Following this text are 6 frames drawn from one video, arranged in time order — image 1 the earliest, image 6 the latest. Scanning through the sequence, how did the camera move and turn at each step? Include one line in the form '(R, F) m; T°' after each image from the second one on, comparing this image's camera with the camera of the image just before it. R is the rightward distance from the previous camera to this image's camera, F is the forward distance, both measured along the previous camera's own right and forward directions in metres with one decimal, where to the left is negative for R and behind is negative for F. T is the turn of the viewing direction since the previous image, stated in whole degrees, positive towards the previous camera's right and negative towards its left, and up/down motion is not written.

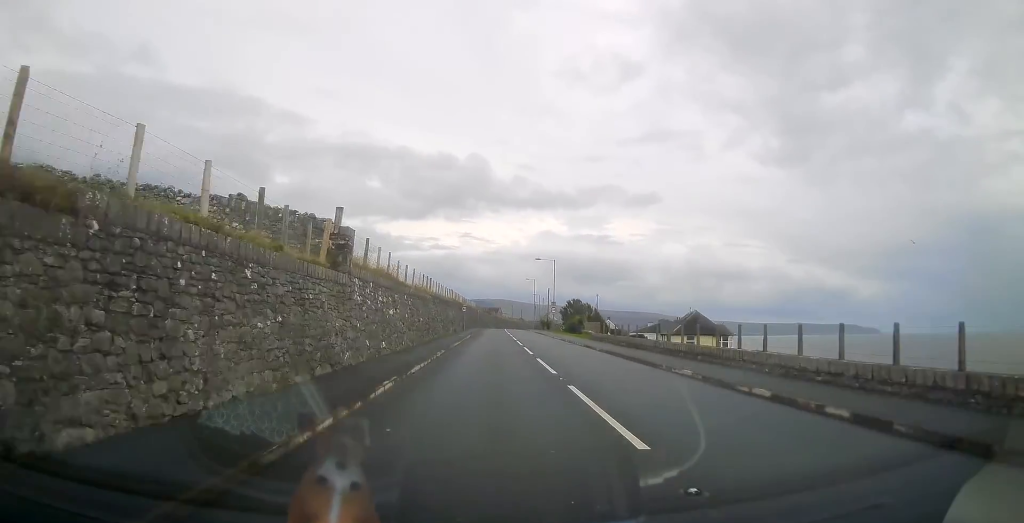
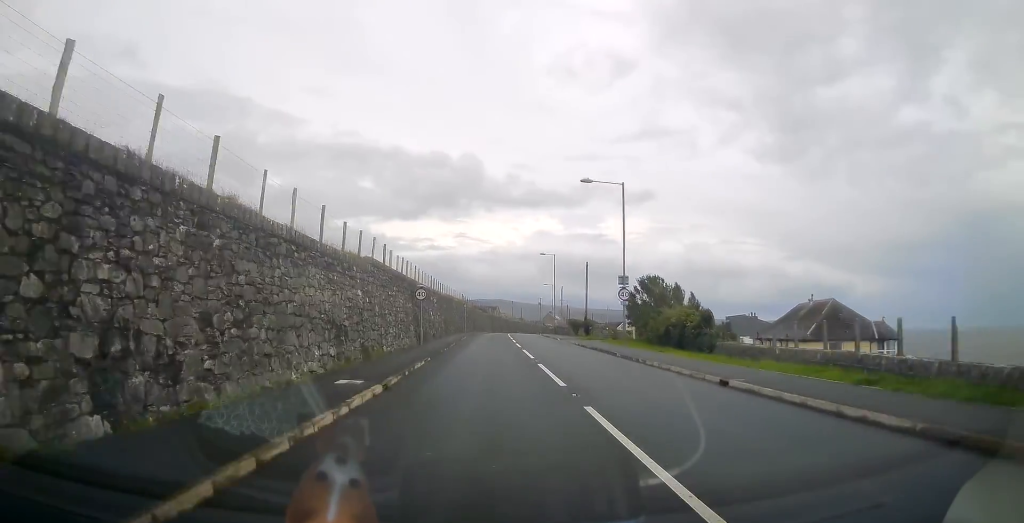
(+0.1, +38.6) m; 0°
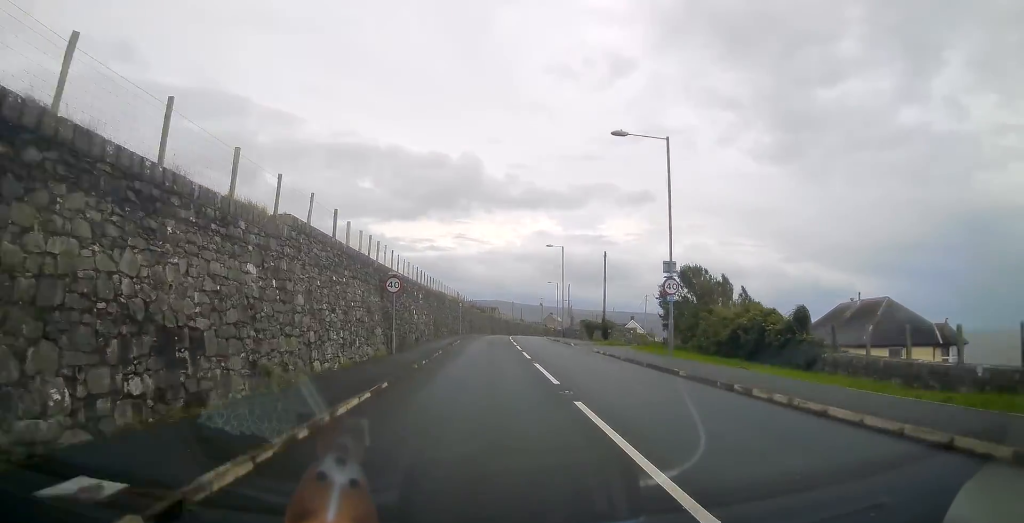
(0.0, +8.3) m; 0°
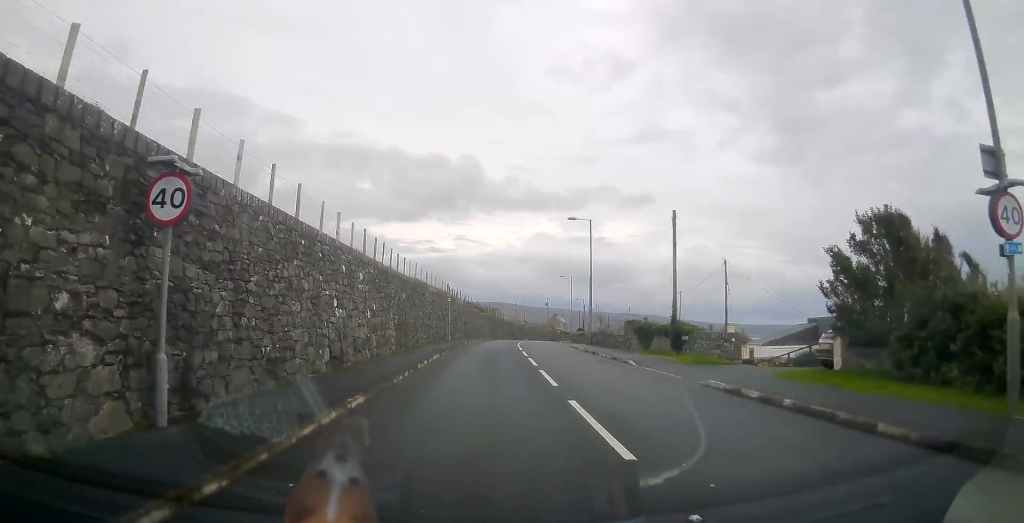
(0.0, +16.0) m; 0°
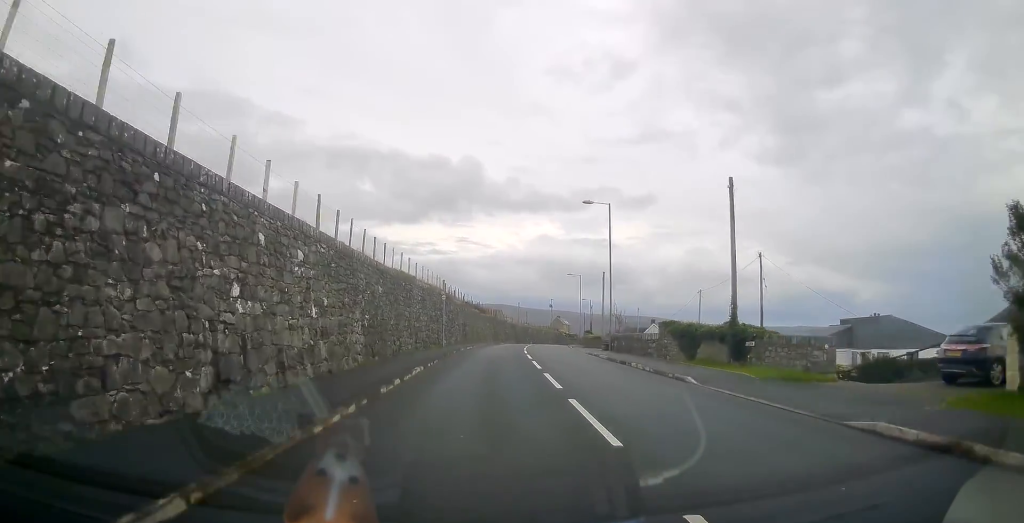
(0.0, +6.3) m; 0°
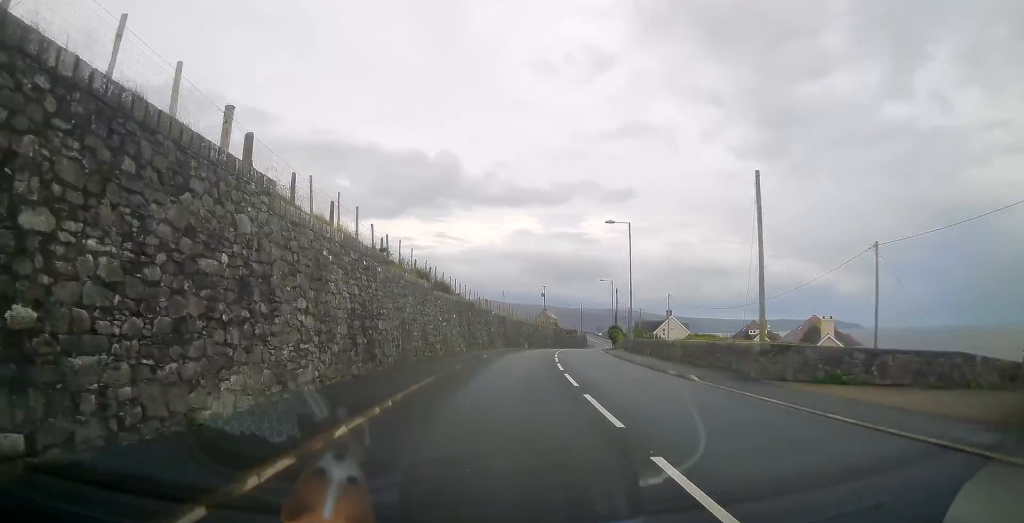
(+0.3, +34.4) m; +3°
